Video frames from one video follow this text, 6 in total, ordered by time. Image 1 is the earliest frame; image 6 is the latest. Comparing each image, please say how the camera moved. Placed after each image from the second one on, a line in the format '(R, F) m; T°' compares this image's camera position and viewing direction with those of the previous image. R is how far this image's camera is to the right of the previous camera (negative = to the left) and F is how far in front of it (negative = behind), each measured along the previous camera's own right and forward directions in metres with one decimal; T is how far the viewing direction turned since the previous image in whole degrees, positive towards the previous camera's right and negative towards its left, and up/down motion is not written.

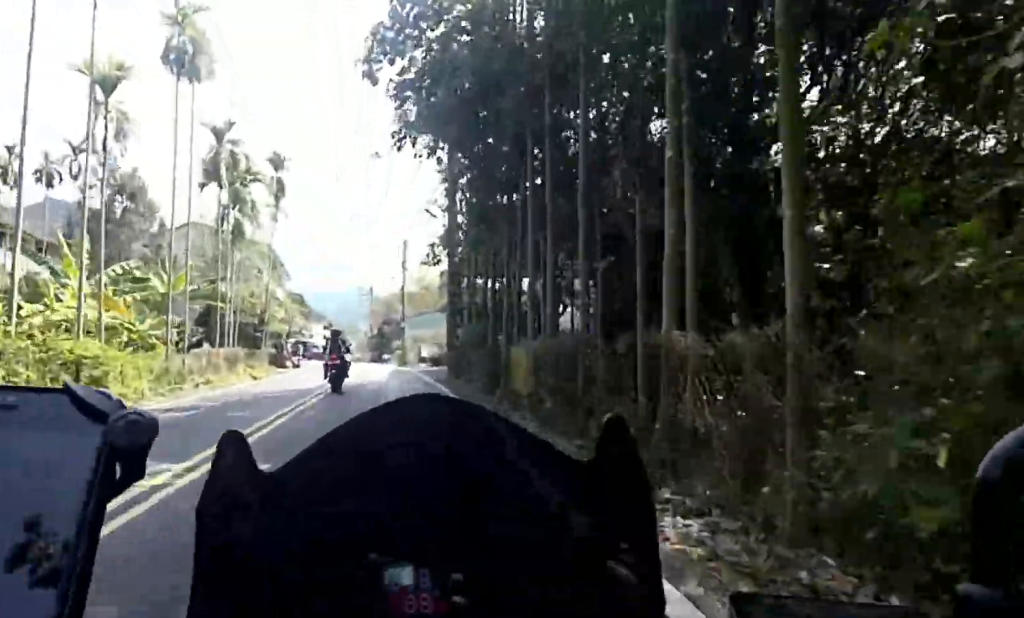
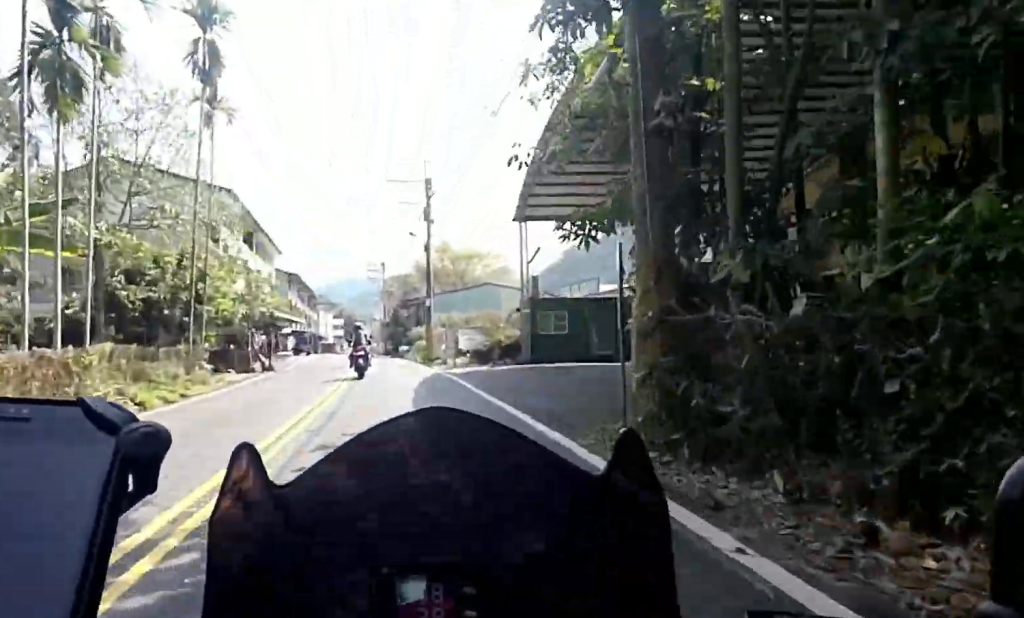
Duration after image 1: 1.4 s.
(0.0, +14.8) m; 0°
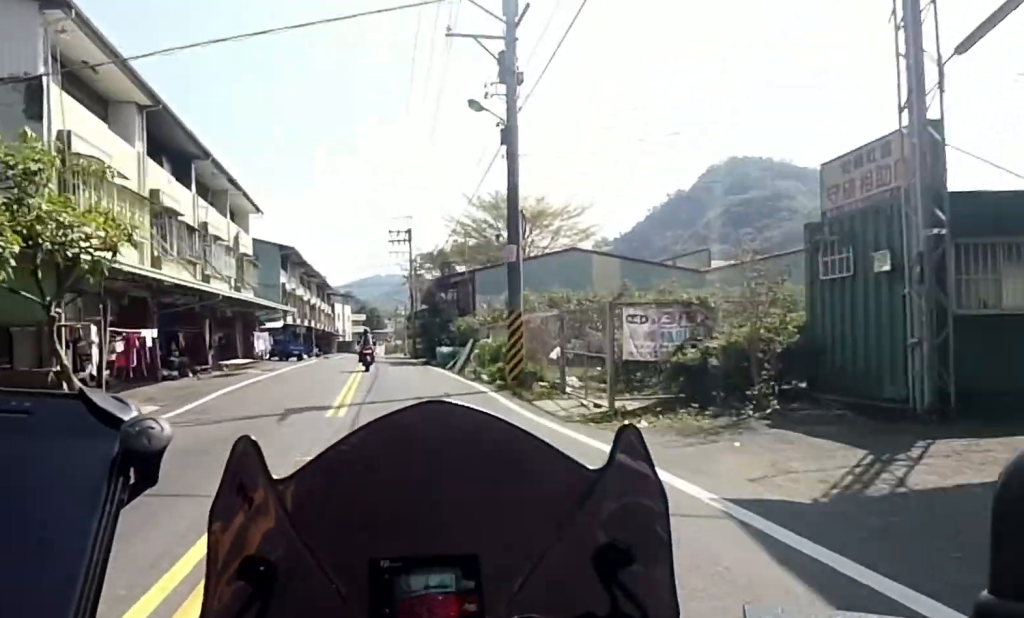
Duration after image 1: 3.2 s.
(0.0, +19.5) m; 0°
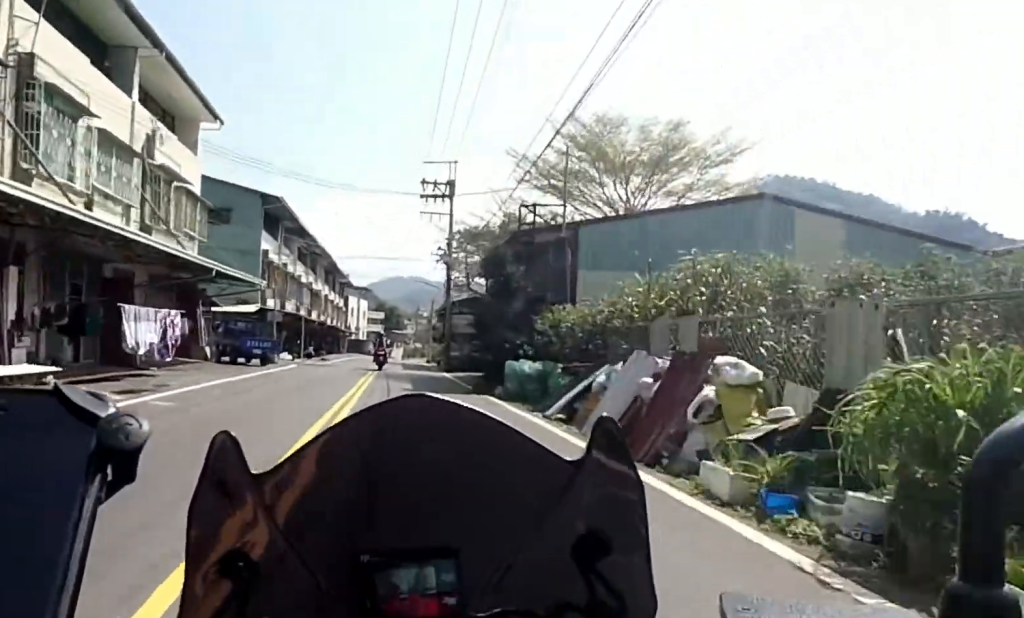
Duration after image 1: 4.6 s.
(-0.4, +16.1) m; -4°
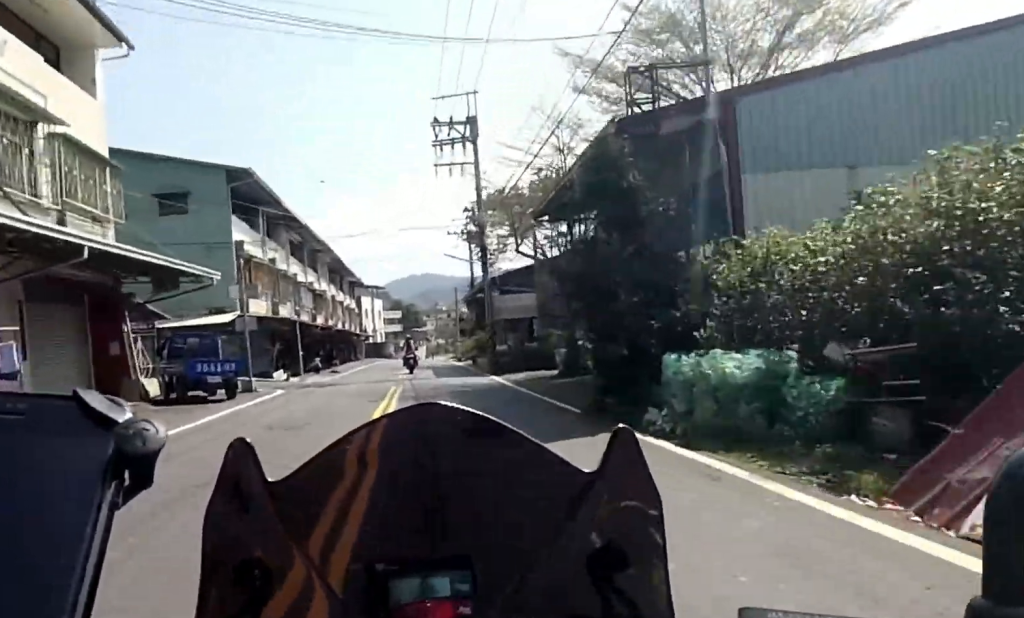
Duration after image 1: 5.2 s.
(-0.3, +8.1) m; -2°
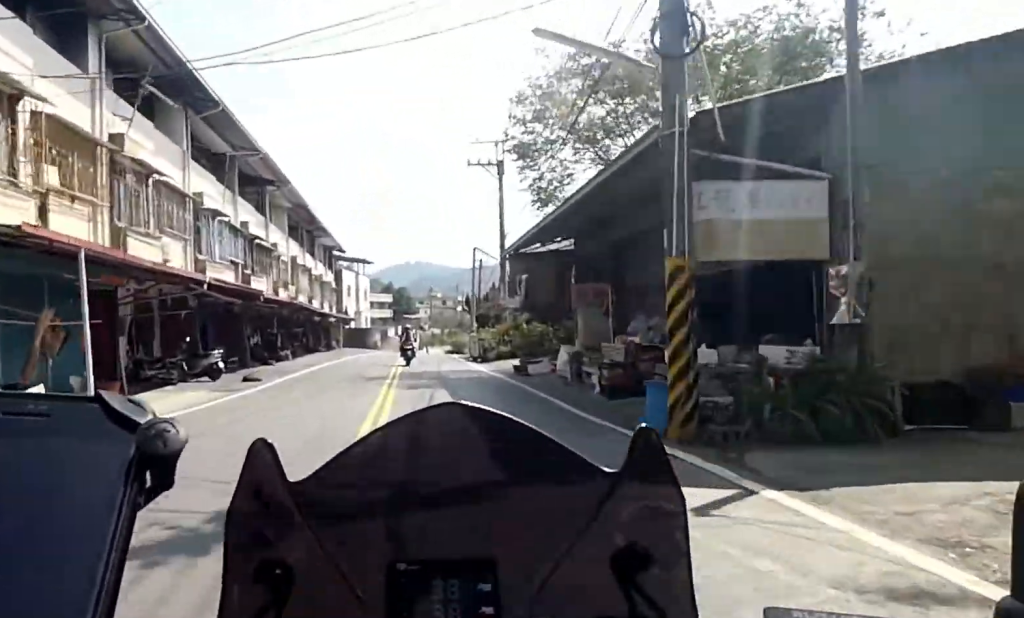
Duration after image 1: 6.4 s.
(0.0, +16.5) m; +1°
